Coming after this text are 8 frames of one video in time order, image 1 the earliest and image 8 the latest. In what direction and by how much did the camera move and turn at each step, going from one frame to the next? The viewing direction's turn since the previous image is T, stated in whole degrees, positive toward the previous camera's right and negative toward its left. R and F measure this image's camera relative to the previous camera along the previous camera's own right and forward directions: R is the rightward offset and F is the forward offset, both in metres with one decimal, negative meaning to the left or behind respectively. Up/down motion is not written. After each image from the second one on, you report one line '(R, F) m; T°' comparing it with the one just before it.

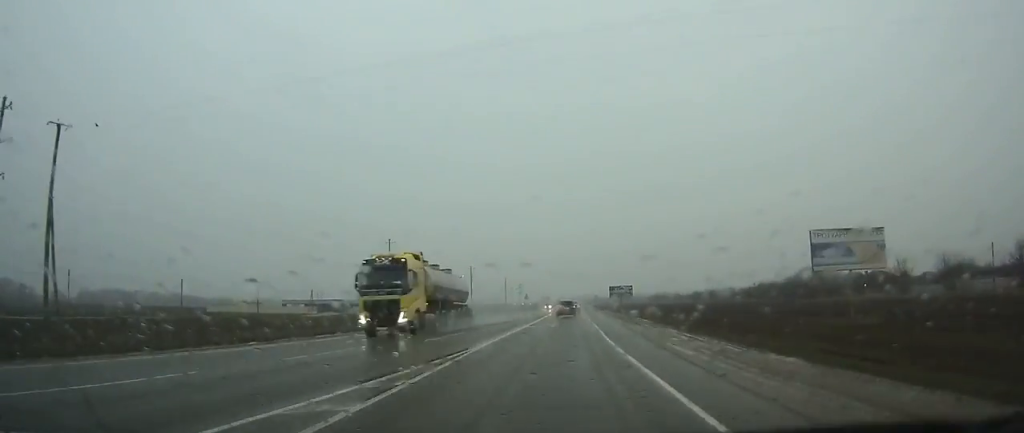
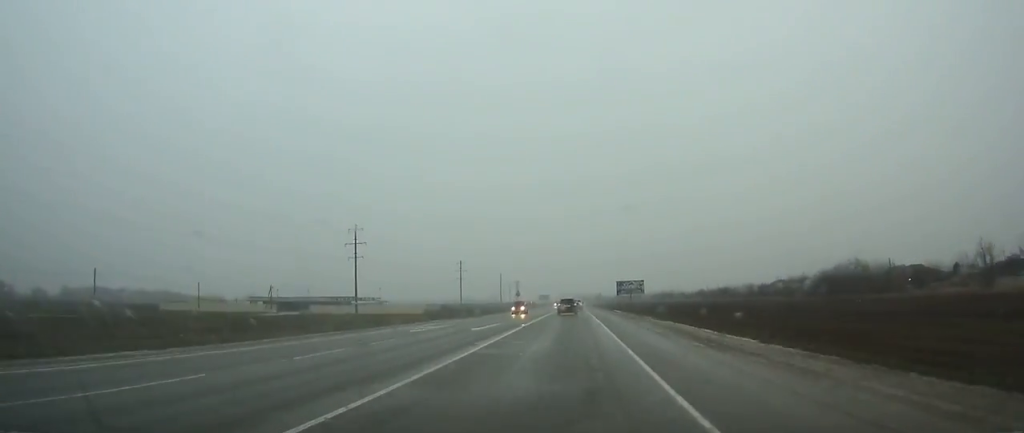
(+0.2, +24.6) m; 0°
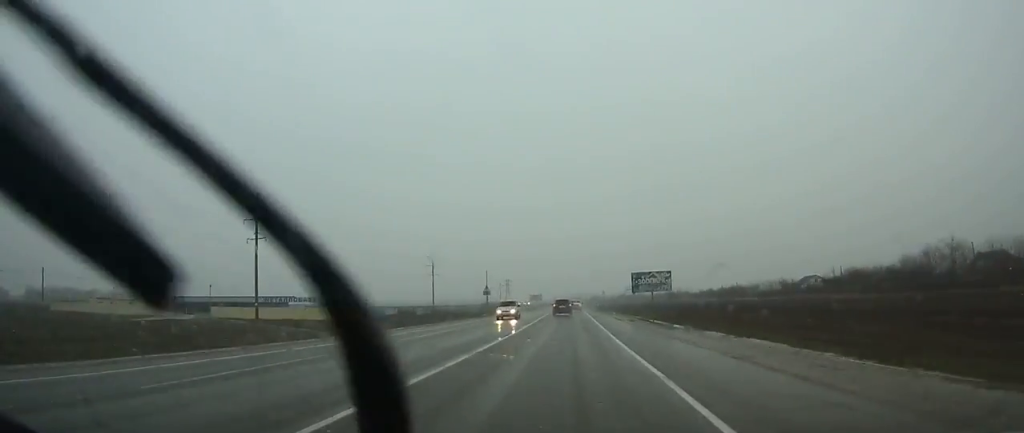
(0.0, +40.6) m; 0°
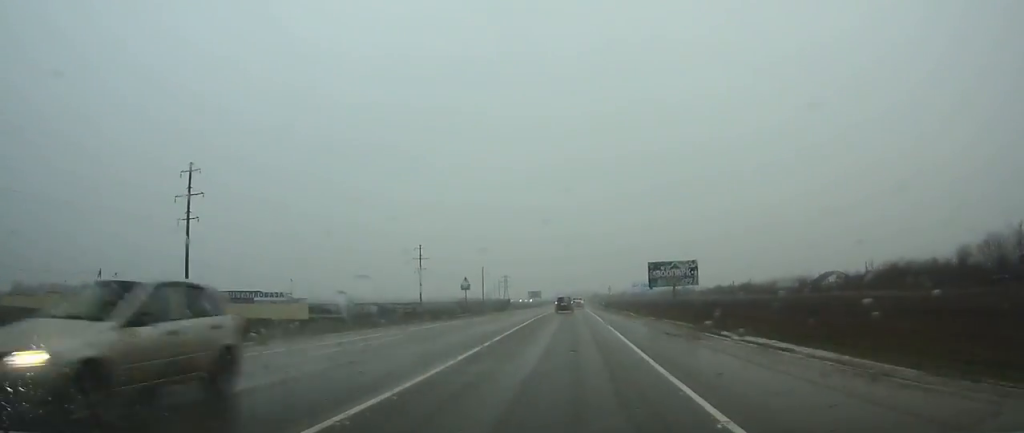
(0.0, +18.2) m; 0°
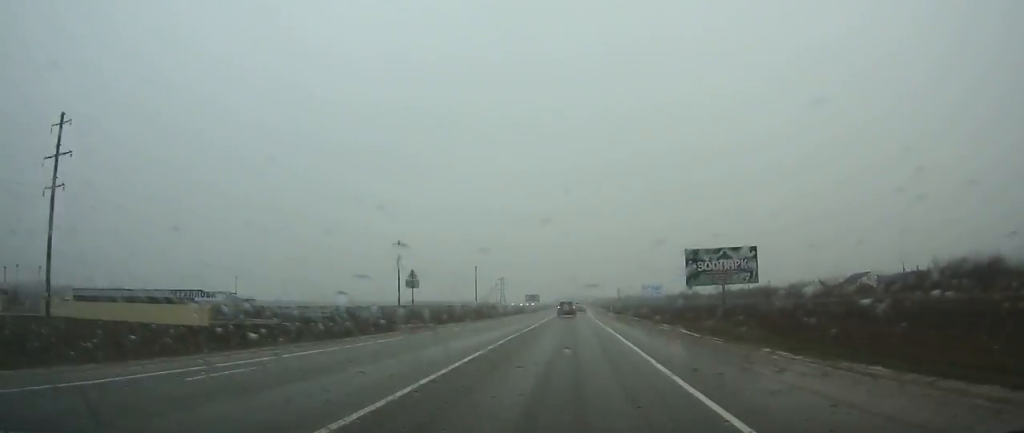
(0.0, +23.1) m; 0°
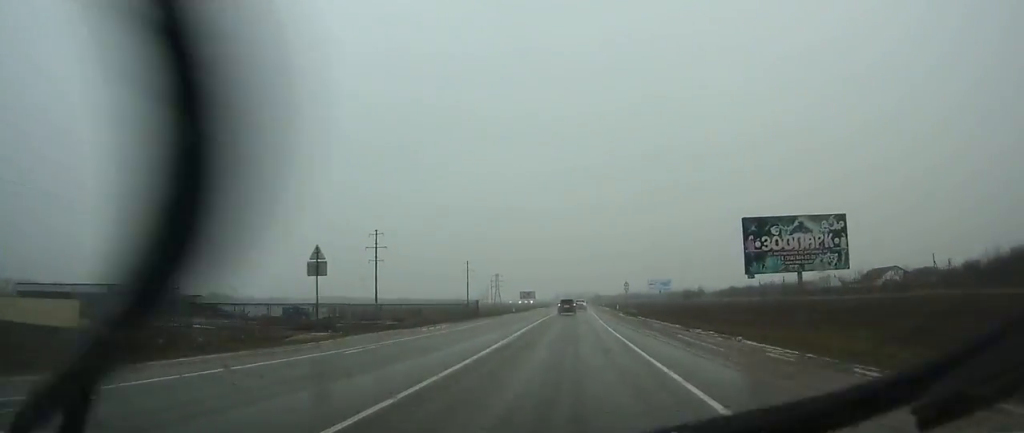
(0.0, +17.1) m; 0°
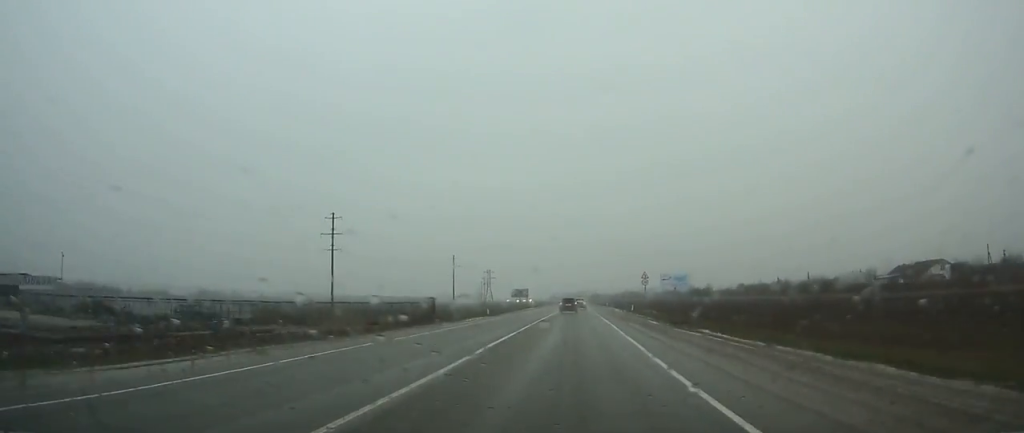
(0.0, +24.6) m; 0°
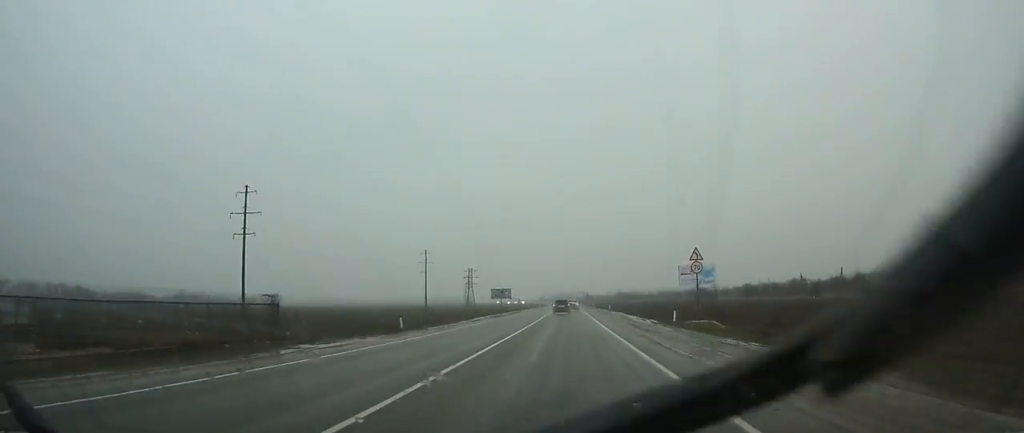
(+0.1, +29.8) m; 0°
